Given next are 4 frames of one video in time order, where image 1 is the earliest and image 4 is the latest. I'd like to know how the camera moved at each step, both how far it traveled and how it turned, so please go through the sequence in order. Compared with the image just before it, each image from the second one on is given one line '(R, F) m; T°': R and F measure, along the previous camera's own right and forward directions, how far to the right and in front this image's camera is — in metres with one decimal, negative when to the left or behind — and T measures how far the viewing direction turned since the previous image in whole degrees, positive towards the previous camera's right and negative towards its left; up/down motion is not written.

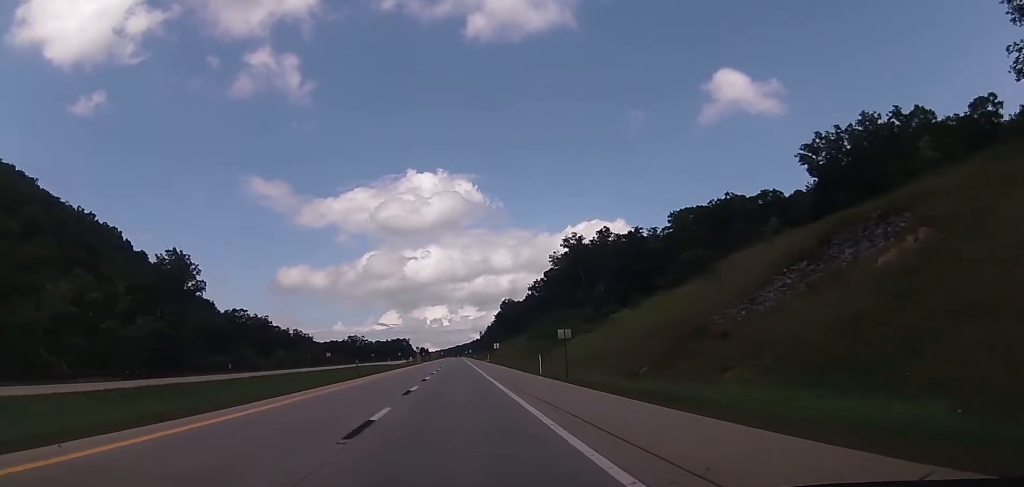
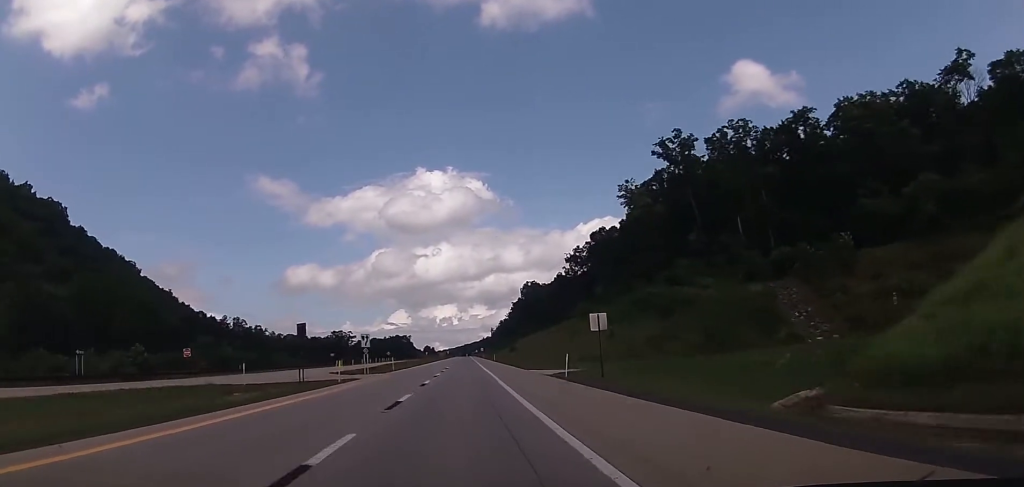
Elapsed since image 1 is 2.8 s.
(-0.2, +92.4) m; 0°
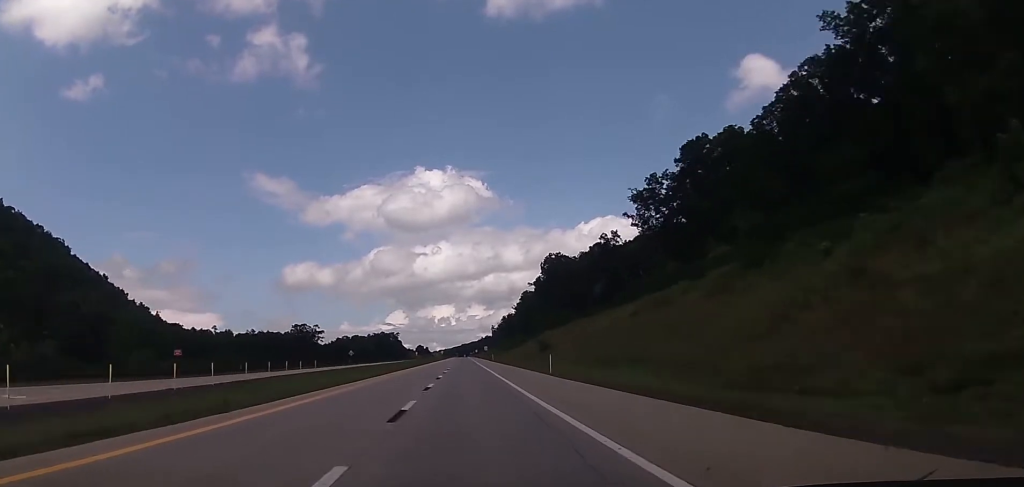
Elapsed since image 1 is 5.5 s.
(-1.1, +88.5) m; 0°
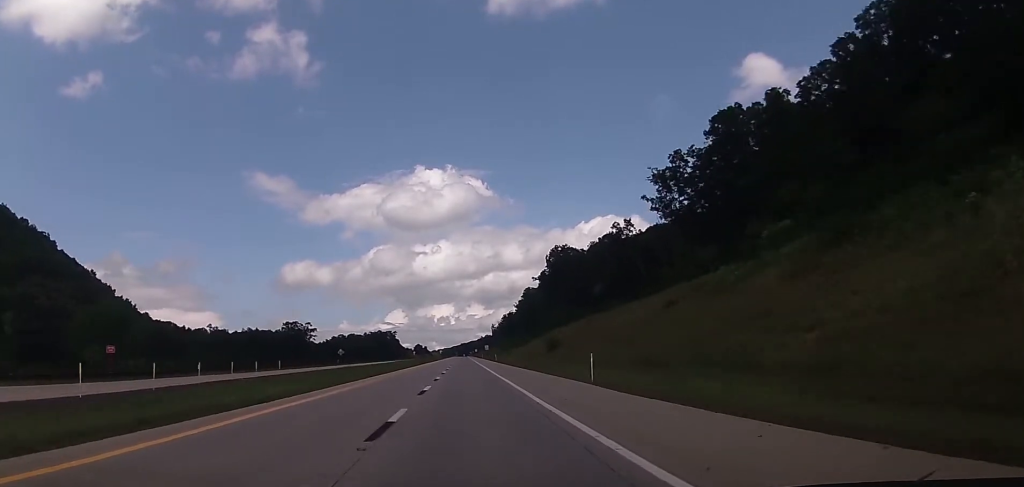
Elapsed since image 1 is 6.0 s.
(+0.1, +15.4) m; 0°
